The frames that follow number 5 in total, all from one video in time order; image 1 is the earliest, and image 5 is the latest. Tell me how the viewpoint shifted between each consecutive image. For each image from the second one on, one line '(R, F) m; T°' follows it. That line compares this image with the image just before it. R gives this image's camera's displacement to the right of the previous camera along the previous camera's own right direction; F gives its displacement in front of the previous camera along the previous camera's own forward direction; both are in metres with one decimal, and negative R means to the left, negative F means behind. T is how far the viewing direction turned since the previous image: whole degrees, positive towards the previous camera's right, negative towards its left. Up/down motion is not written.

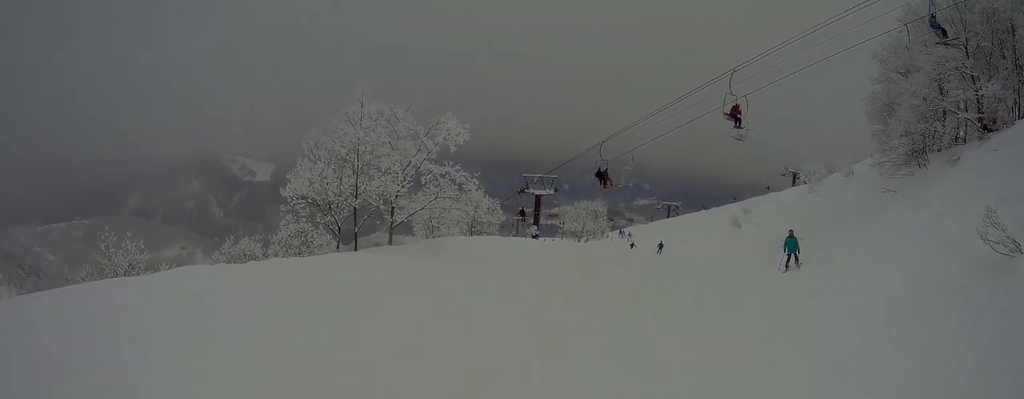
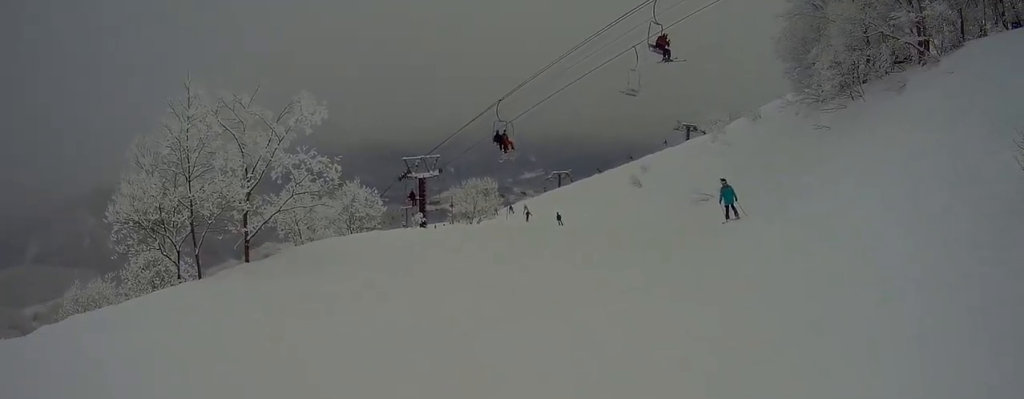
(-0.7, +3.6) m; 0°
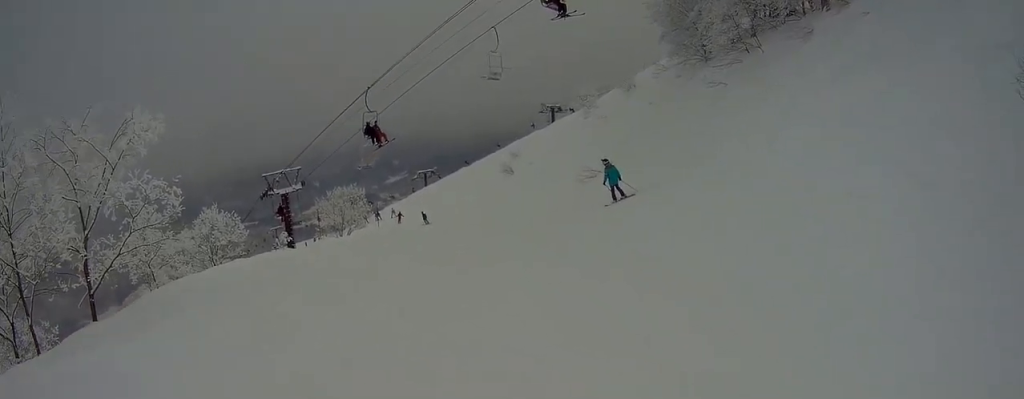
(+0.6, +2.6) m; +6°
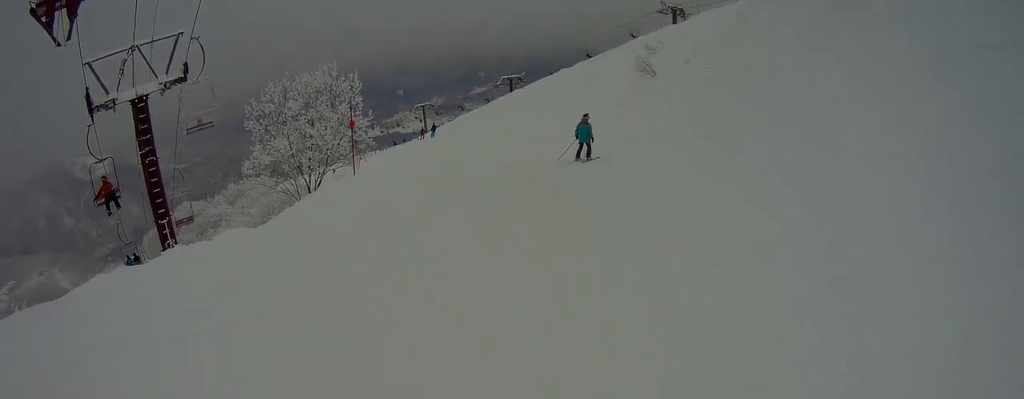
(+3.4, +25.0) m; +8°
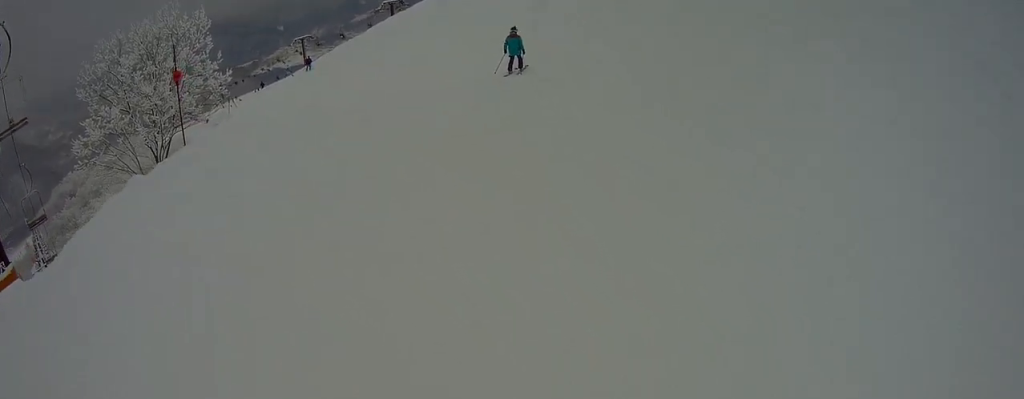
(0.0, +3.5) m; -1°
